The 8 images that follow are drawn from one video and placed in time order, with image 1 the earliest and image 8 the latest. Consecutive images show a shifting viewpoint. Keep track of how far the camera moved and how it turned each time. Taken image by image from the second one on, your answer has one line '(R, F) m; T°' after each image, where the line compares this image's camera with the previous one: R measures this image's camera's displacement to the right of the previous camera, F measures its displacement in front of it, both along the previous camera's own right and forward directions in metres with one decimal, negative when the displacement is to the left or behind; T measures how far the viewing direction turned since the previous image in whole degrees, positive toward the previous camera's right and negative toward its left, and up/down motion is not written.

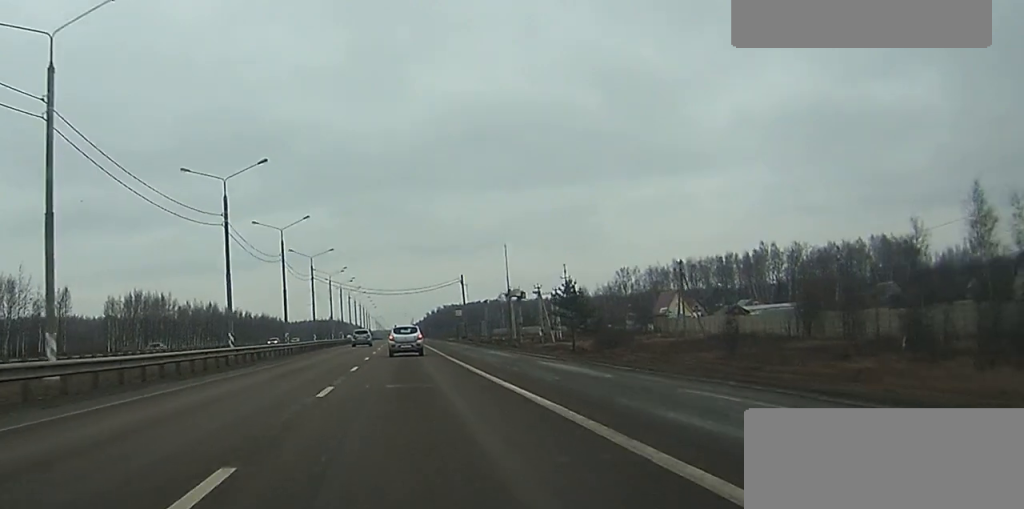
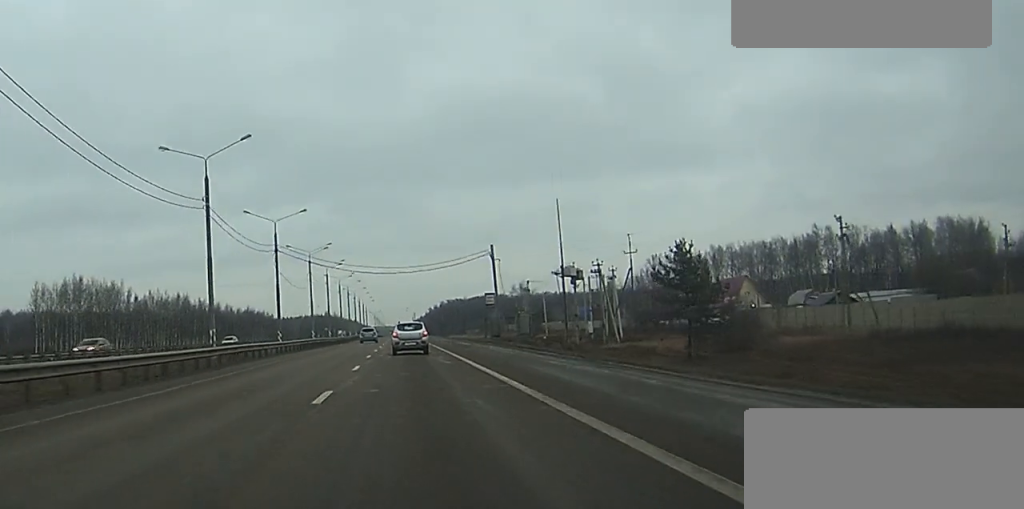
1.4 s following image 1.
(+0.1, +38.2) m; 0°
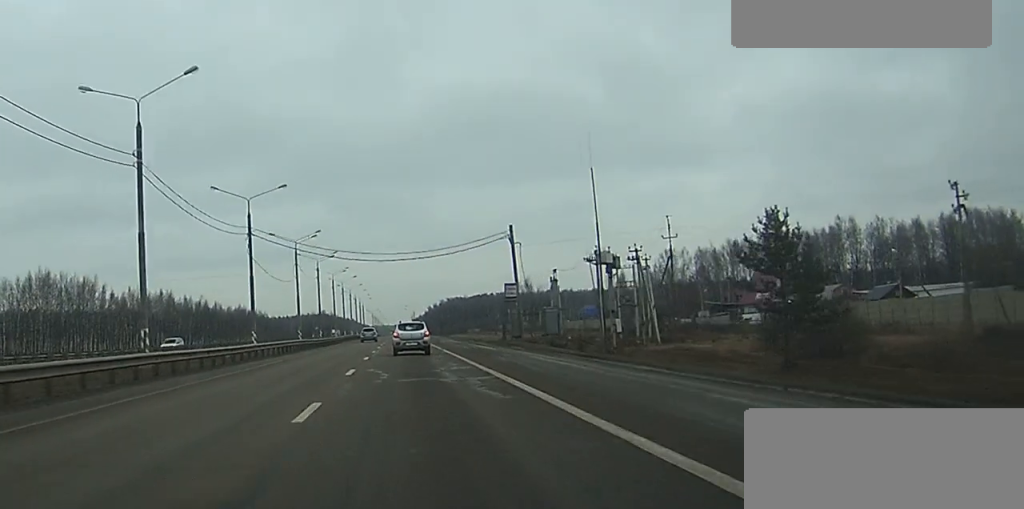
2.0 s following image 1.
(0.0, +15.0) m; 0°
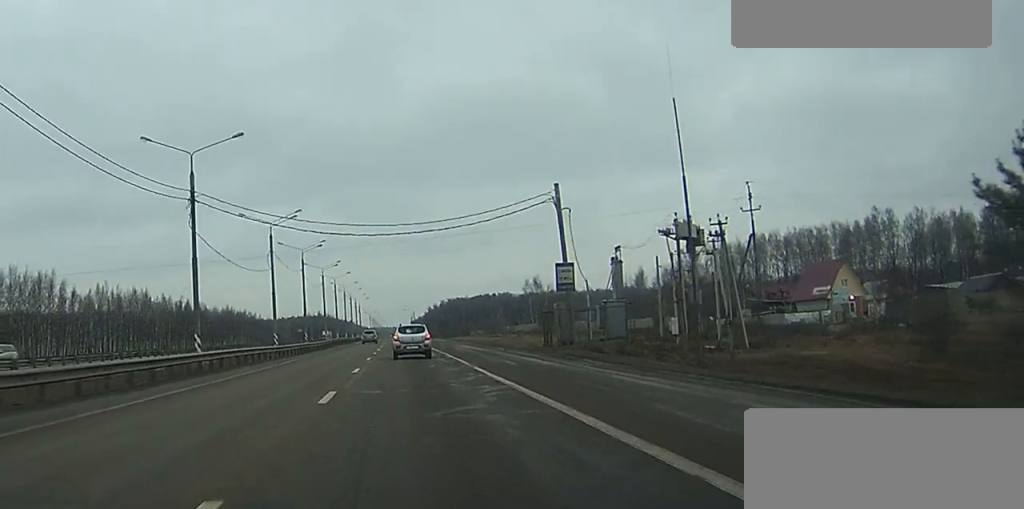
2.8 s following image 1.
(0.0, +20.2) m; 0°
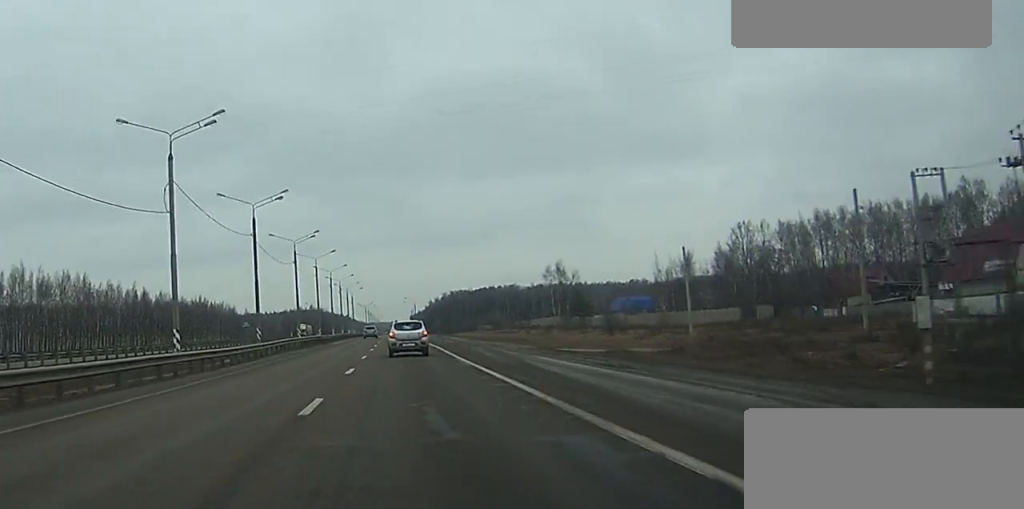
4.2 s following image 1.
(-0.1, +38.4) m; 0°
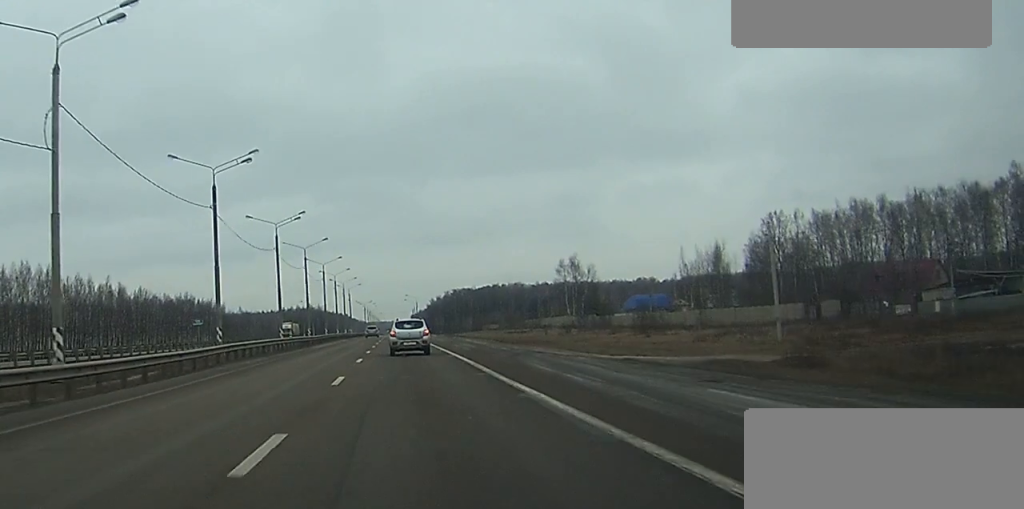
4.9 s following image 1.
(+0.1, +17.3) m; 0°
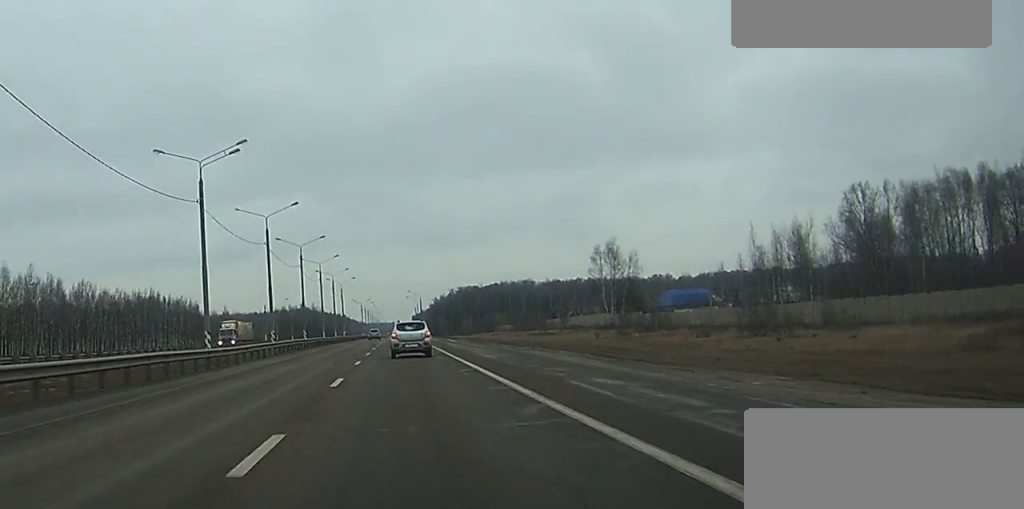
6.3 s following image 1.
(0.0, +36.0) m; 0°
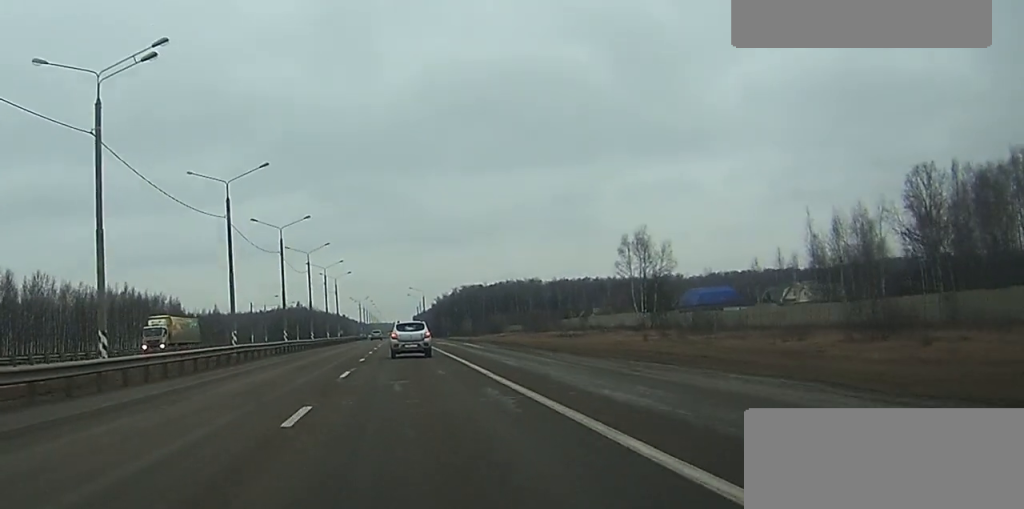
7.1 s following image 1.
(0.0, +20.3) m; 0°
